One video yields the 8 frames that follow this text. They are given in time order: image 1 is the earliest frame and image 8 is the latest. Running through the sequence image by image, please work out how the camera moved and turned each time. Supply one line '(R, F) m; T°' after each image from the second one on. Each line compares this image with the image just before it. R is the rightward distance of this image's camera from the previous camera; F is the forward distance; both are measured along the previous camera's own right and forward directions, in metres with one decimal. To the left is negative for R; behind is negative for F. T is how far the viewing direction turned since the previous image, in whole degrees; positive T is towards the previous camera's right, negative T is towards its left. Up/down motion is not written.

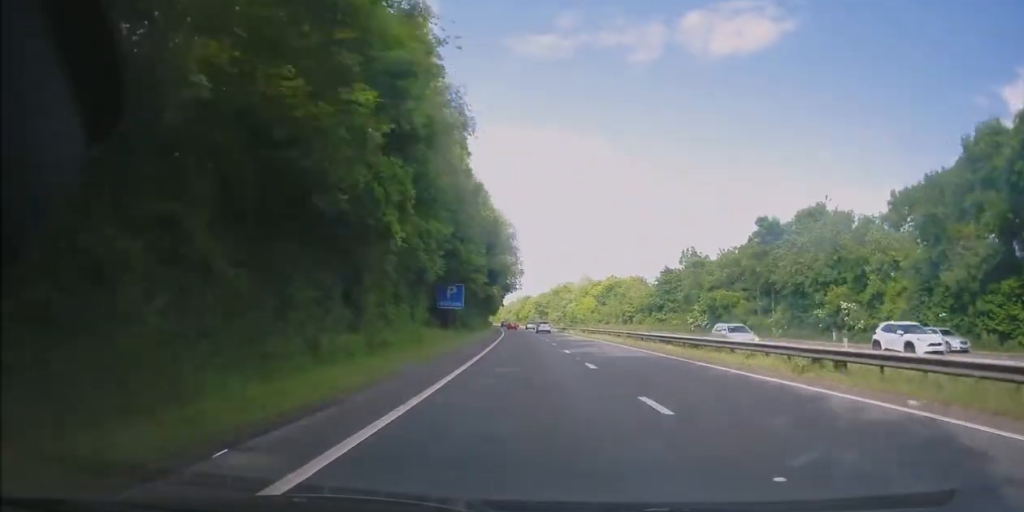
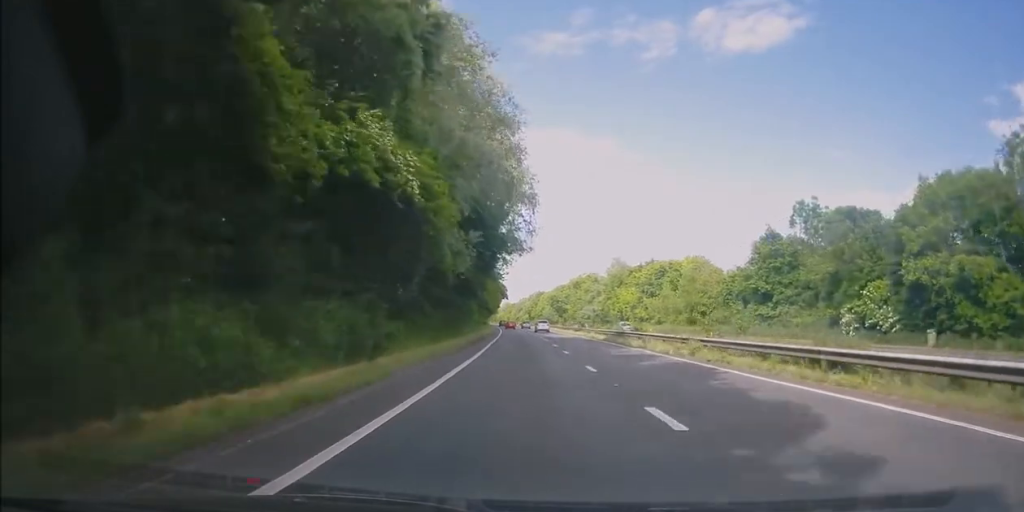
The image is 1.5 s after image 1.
(-0.3, +45.9) m; 0°
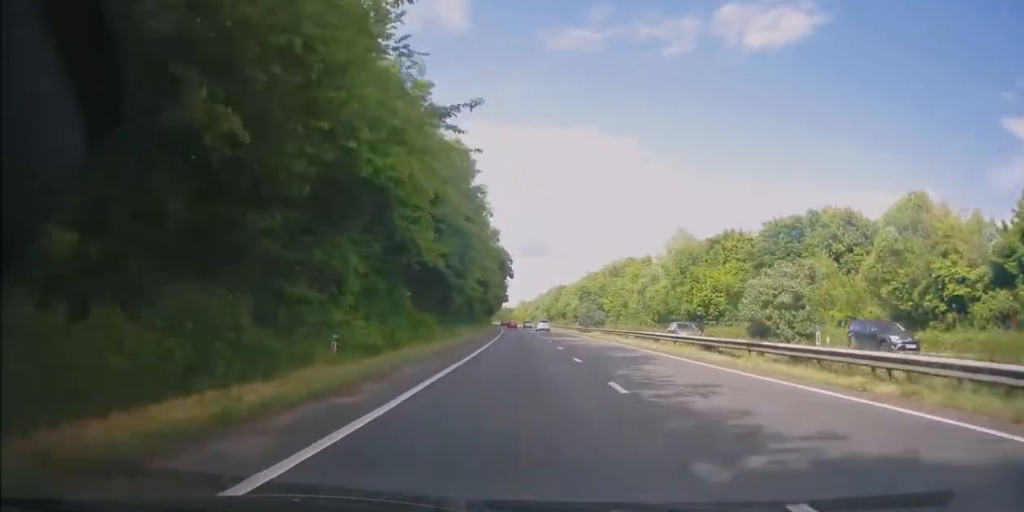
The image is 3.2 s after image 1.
(-0.5, +48.9) m; -2°
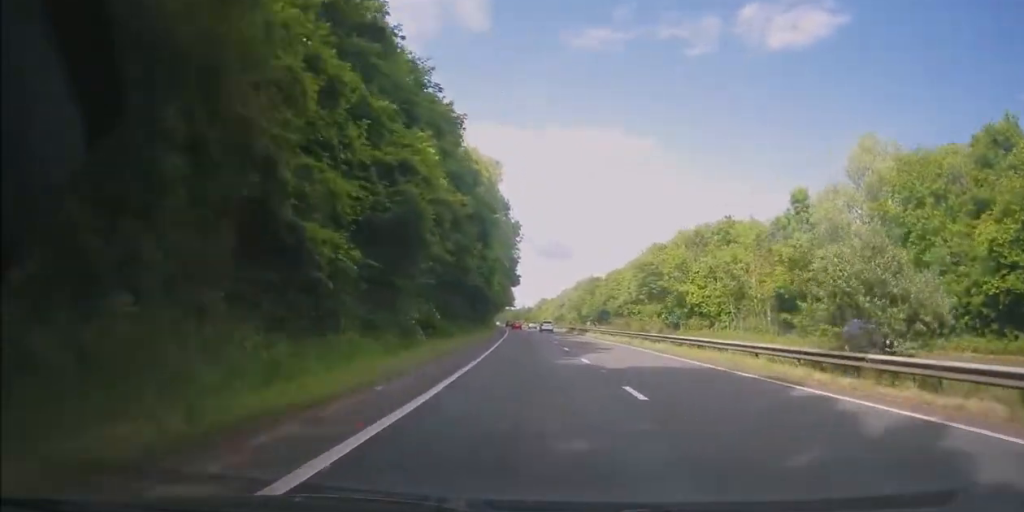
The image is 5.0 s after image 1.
(-1.5, +54.5) m; -2°
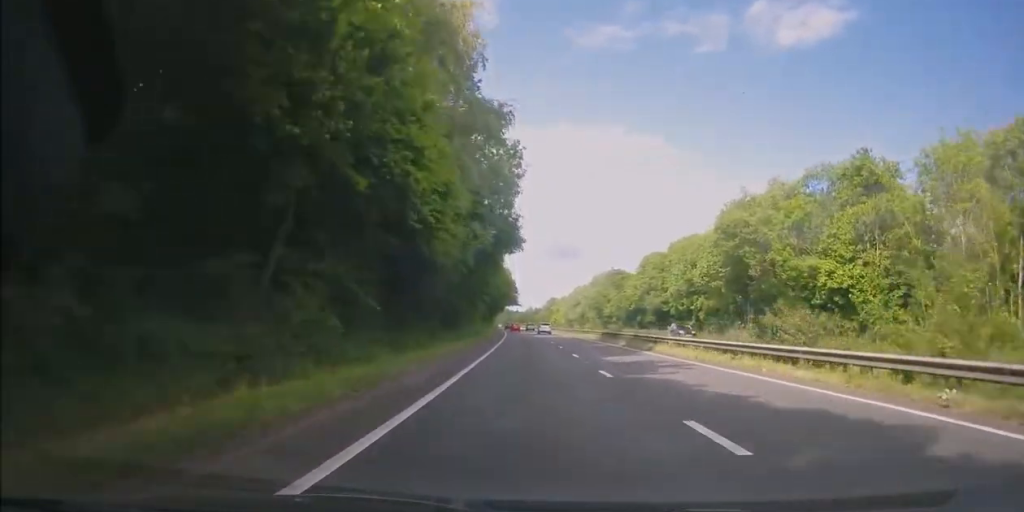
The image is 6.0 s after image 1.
(0.0, +32.5) m; -1°
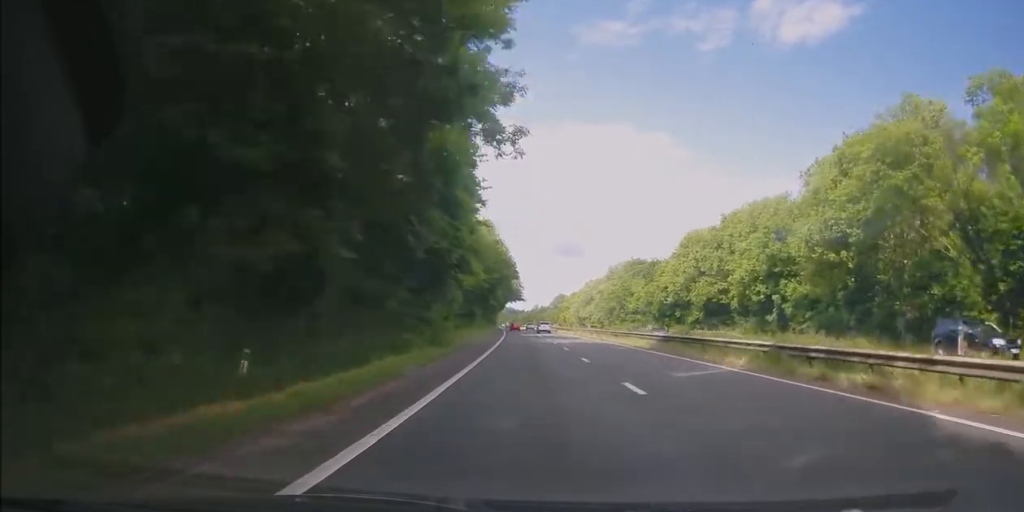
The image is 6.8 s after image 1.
(-0.2, +22.4) m; -1°
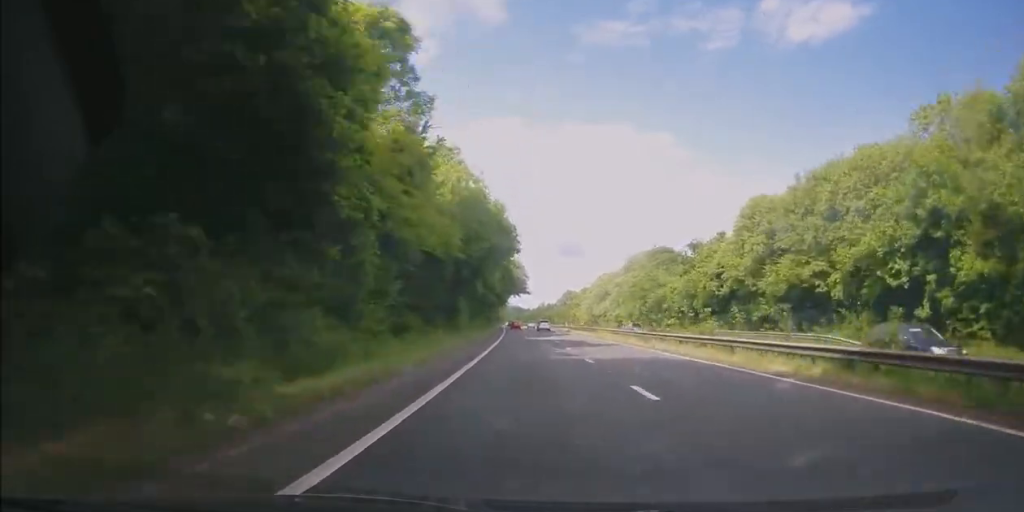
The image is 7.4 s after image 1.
(-0.2, +19.2) m; 0°
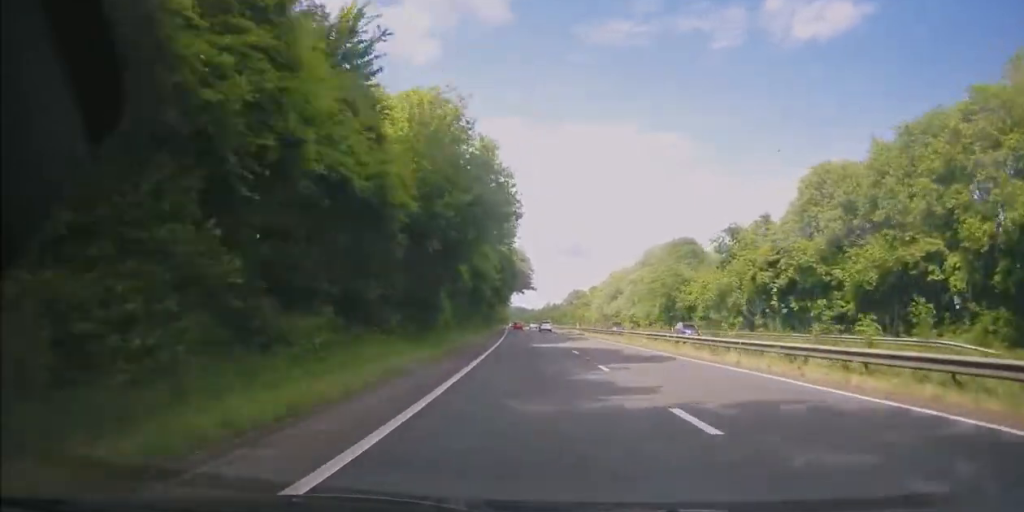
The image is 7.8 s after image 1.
(-0.1, +12.1) m; 0°
